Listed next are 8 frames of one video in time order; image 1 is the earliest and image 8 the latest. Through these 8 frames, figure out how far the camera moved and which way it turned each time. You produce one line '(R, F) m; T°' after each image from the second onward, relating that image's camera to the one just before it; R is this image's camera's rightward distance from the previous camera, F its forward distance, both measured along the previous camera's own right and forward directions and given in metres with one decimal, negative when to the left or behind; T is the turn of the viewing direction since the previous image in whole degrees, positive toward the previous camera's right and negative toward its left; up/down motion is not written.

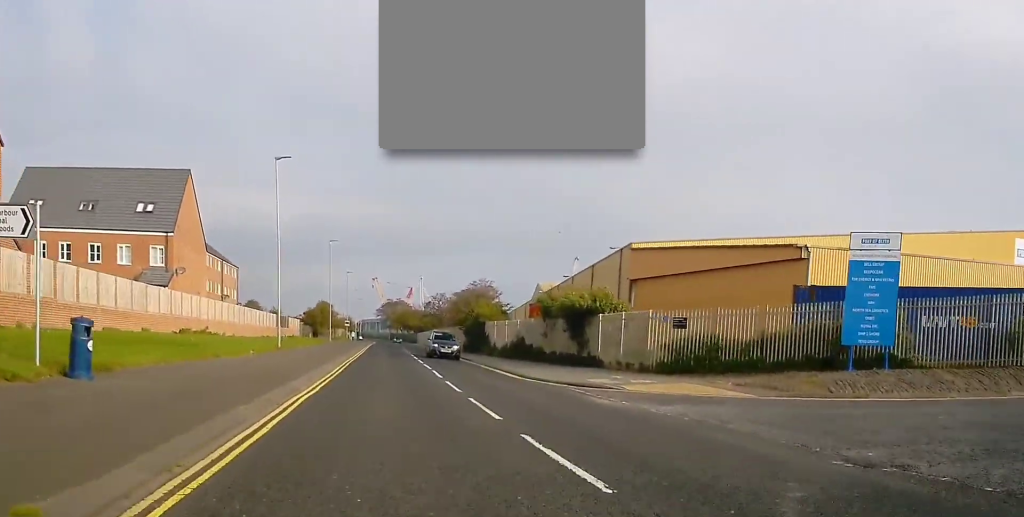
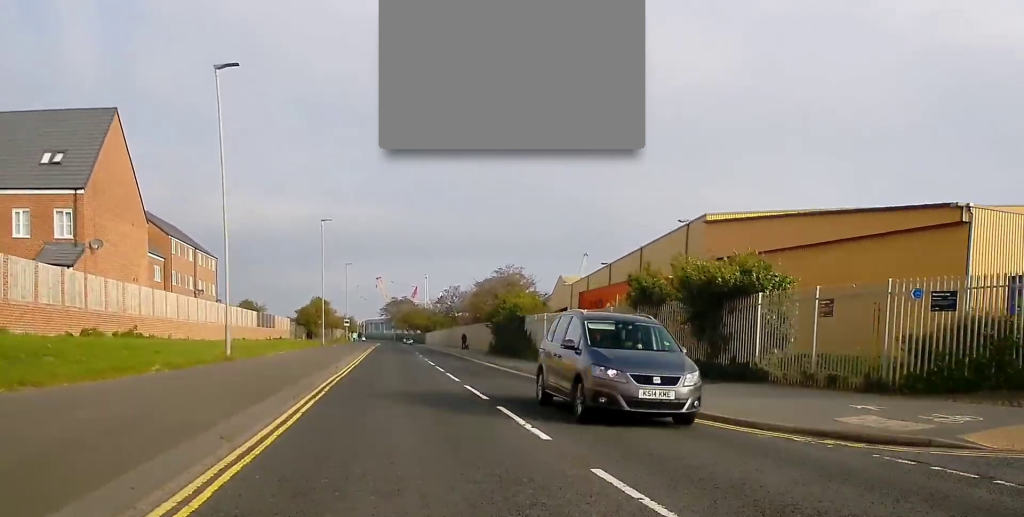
(-0.3, +15.1) m; -1°
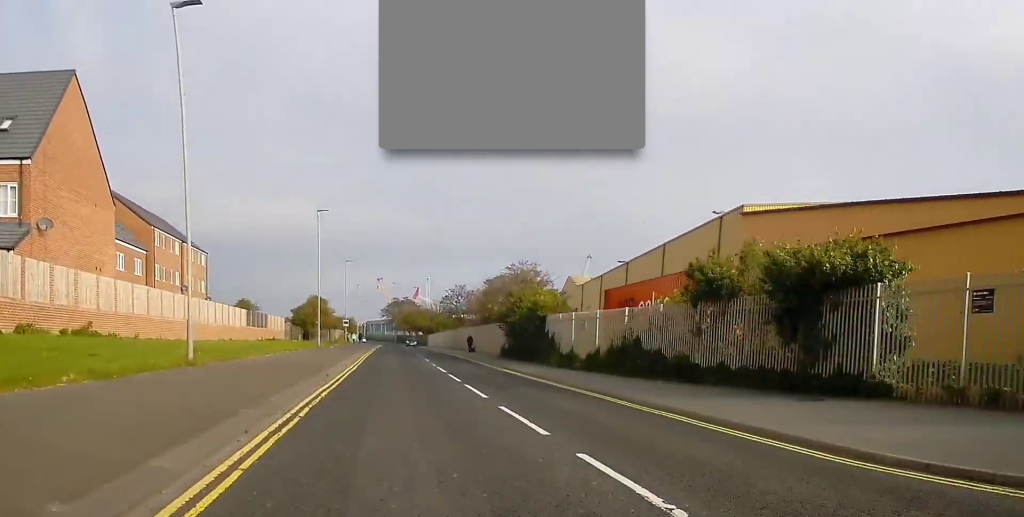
(0.0, +5.5) m; 0°
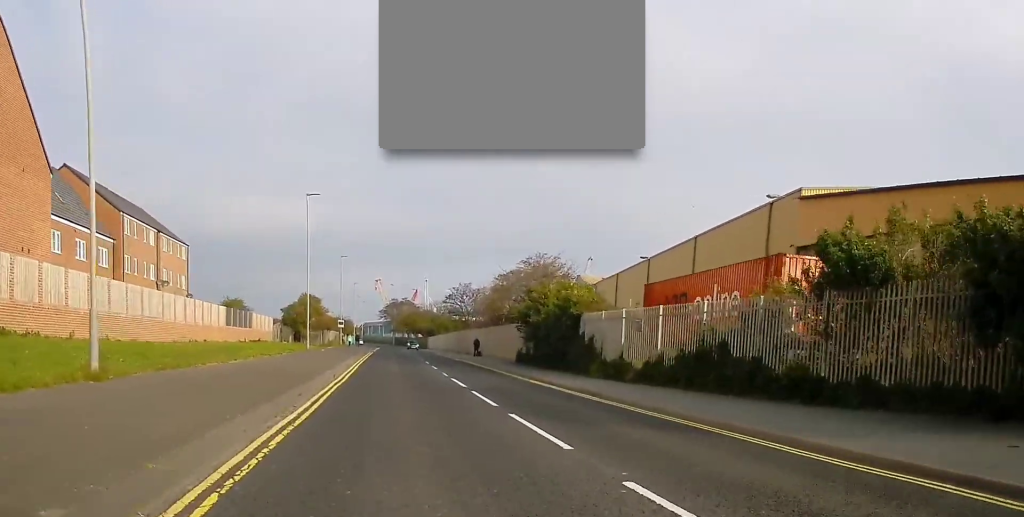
(+0.2, +7.4) m; +1°
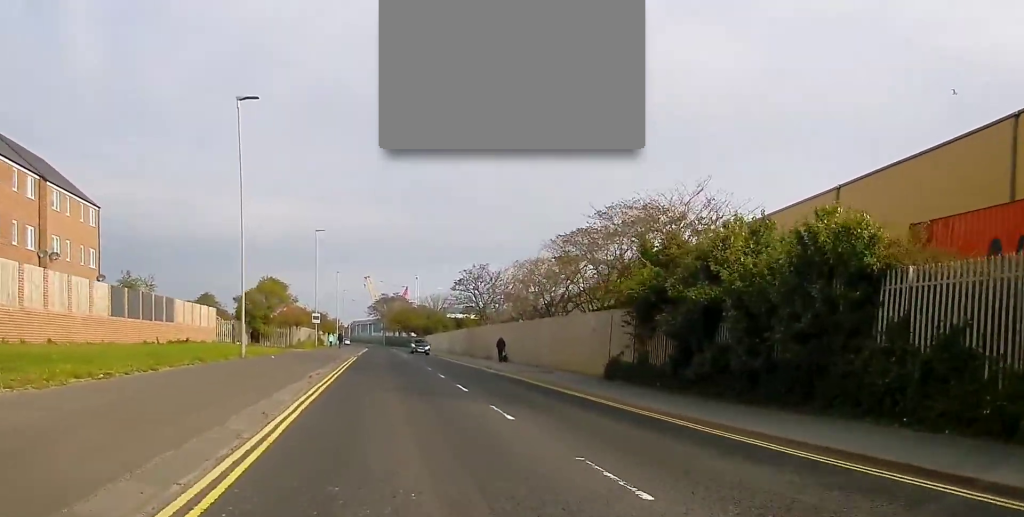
(-0.3, +21.2) m; -1°
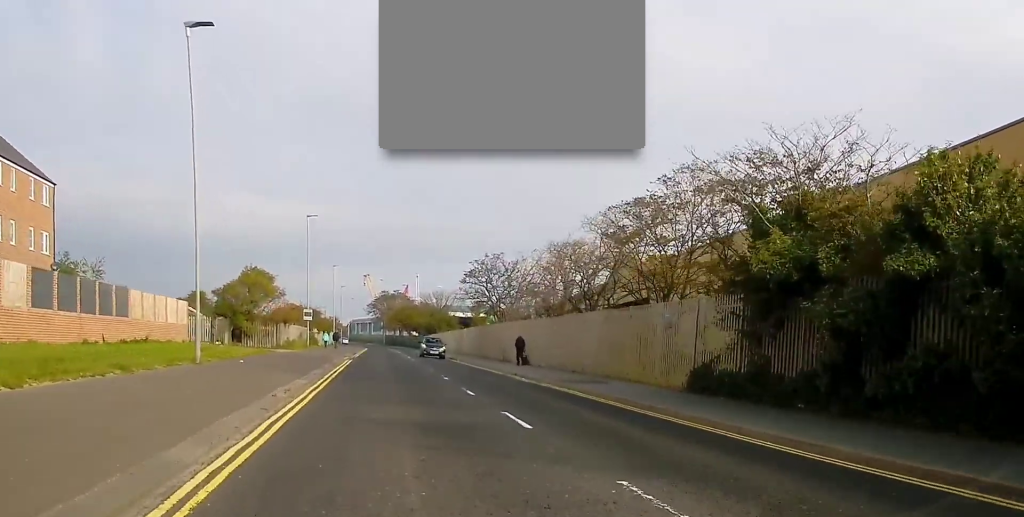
(0.0, +7.7) m; 0°
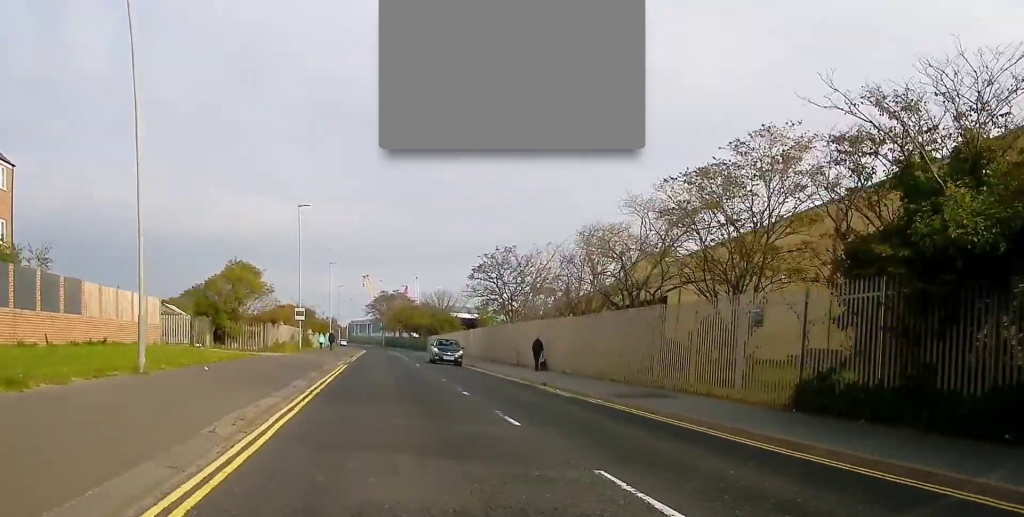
(+0.1, +5.4) m; +1°
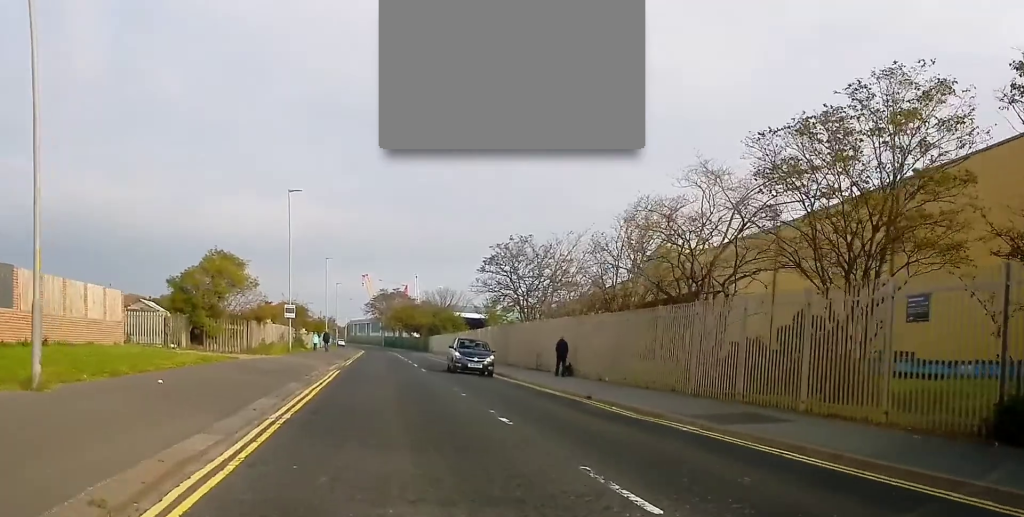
(0.0, +5.8) m; 0°
